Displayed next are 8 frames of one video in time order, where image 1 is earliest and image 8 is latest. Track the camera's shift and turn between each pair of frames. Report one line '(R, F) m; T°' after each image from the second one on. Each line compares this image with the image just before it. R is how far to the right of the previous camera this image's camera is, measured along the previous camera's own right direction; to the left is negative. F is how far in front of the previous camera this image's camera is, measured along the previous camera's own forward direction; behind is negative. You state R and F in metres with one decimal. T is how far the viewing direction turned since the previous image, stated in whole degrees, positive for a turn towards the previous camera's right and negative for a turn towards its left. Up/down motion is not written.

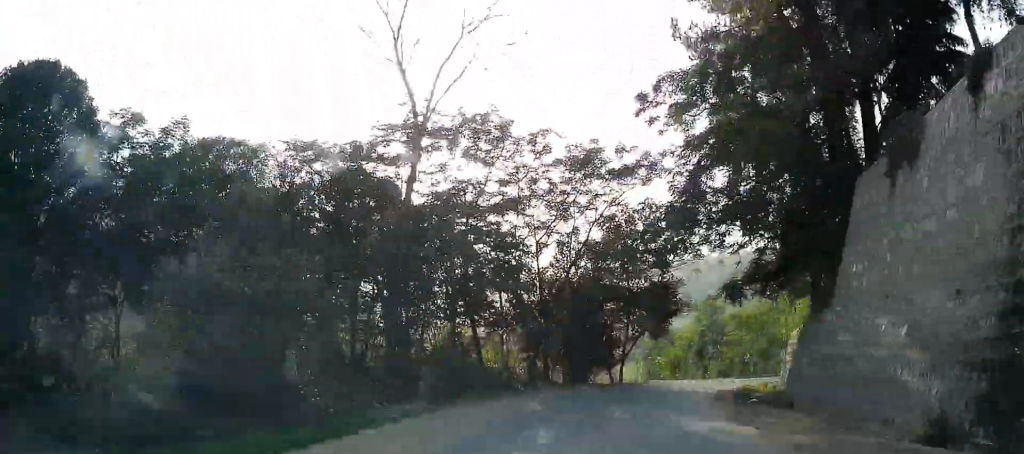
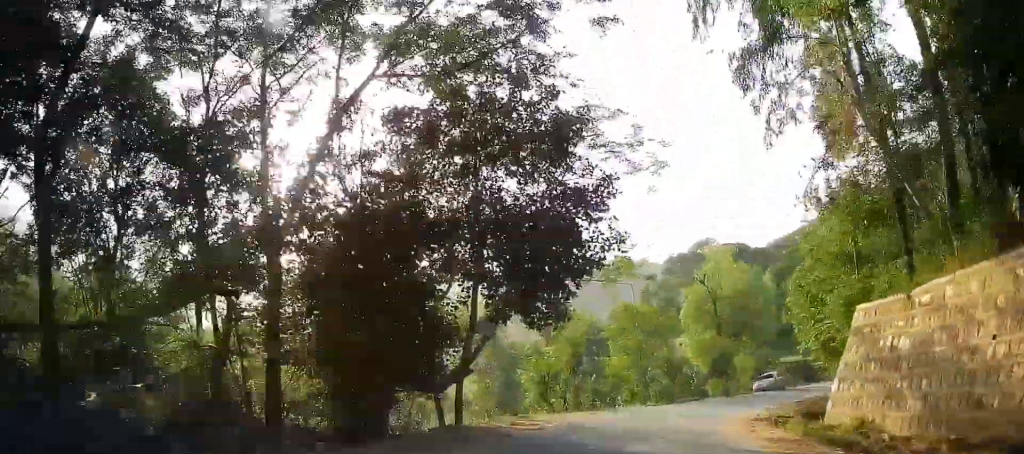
(+1.0, +17.2) m; +15°
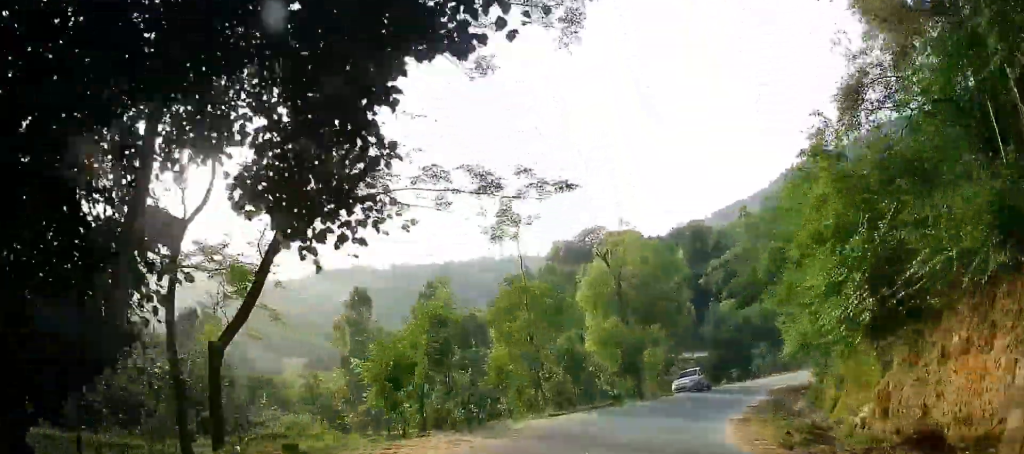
(-0.8, +8.9) m; +15°
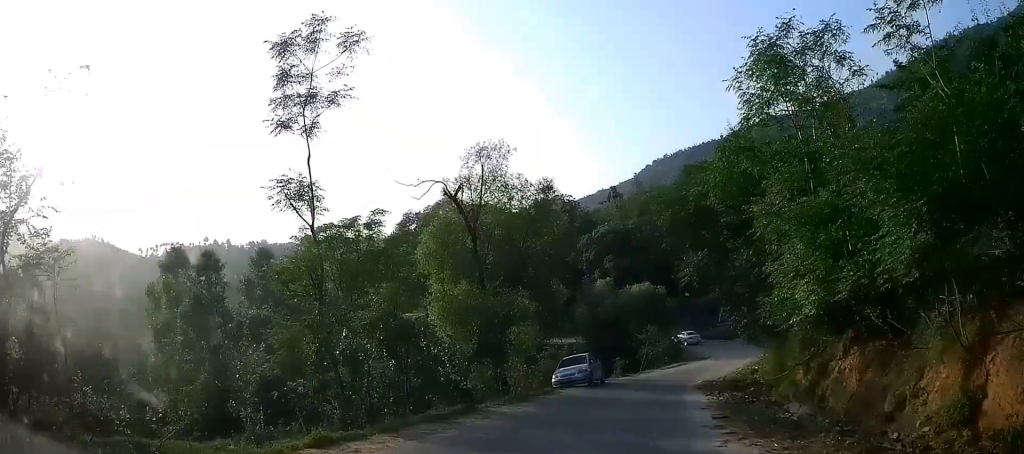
(+3.3, +9.7) m; +15°
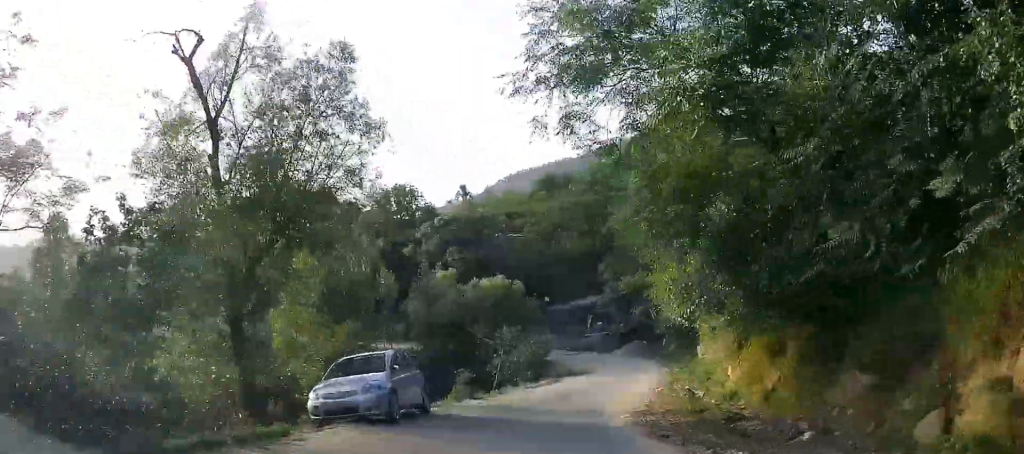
(+2.2, +12.1) m; +10°
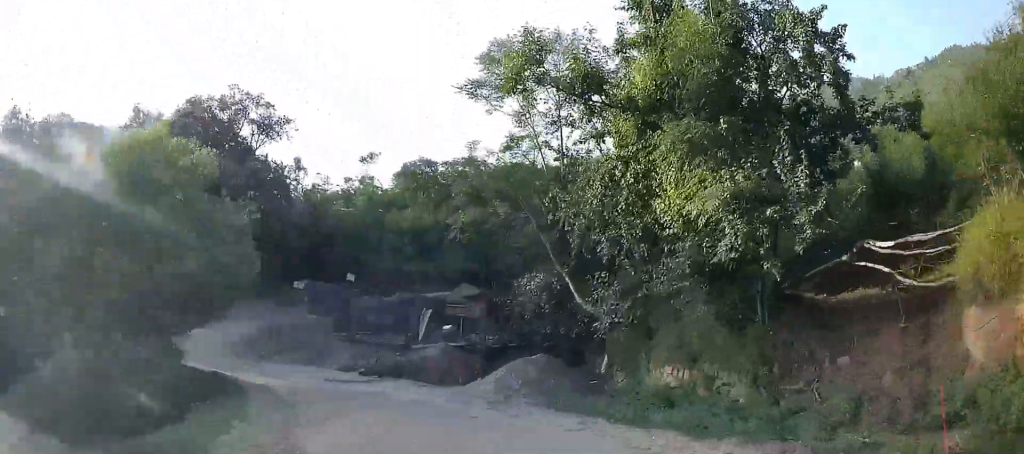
(0.0, +28.9) m; 0°
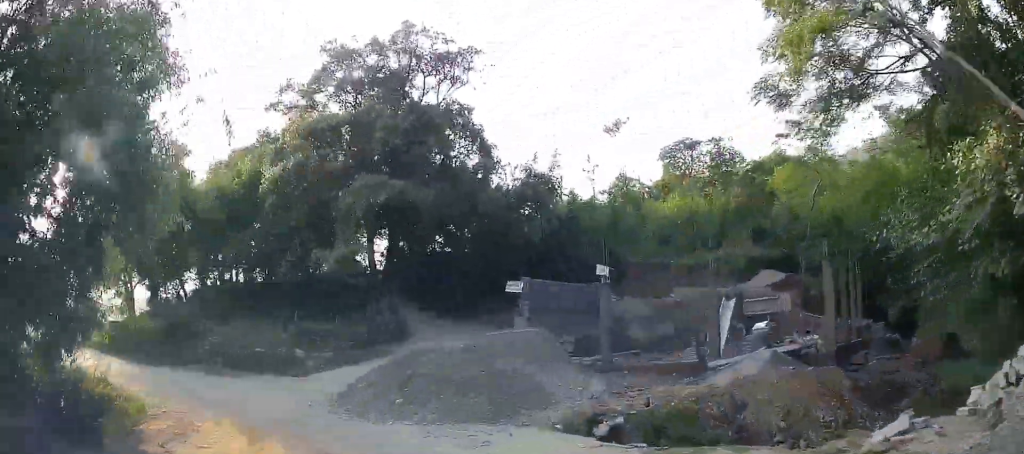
(0.0, +17.5) m; -4°
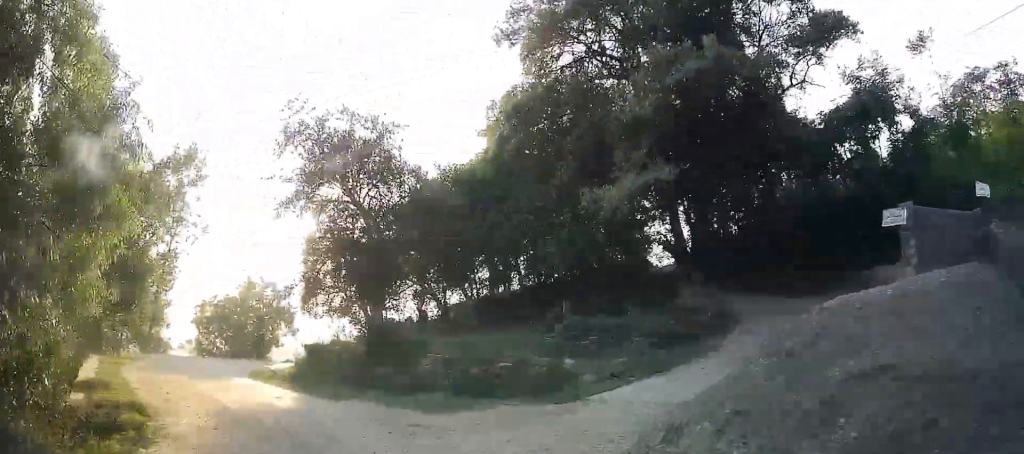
(+0.8, +10.8) m; -18°
